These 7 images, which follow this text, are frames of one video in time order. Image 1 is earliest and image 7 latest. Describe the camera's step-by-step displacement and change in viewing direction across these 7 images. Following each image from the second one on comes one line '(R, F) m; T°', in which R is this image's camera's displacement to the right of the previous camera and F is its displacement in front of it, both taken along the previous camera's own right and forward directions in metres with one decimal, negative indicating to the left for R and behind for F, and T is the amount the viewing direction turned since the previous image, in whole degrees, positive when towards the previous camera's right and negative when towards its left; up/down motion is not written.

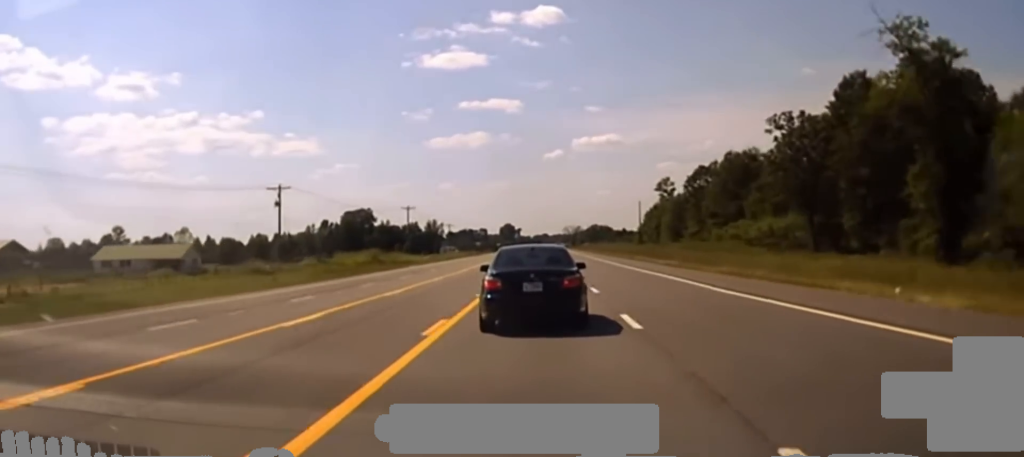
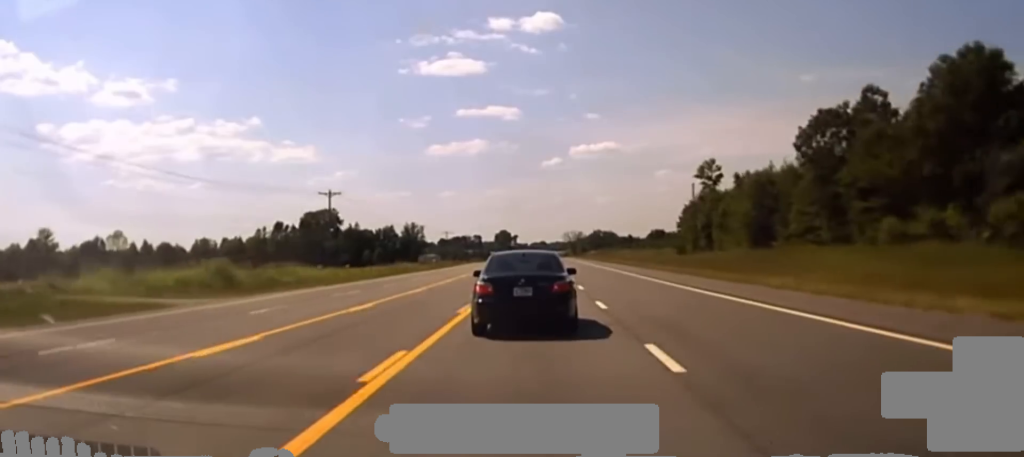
(+0.2, +58.2) m; +1°
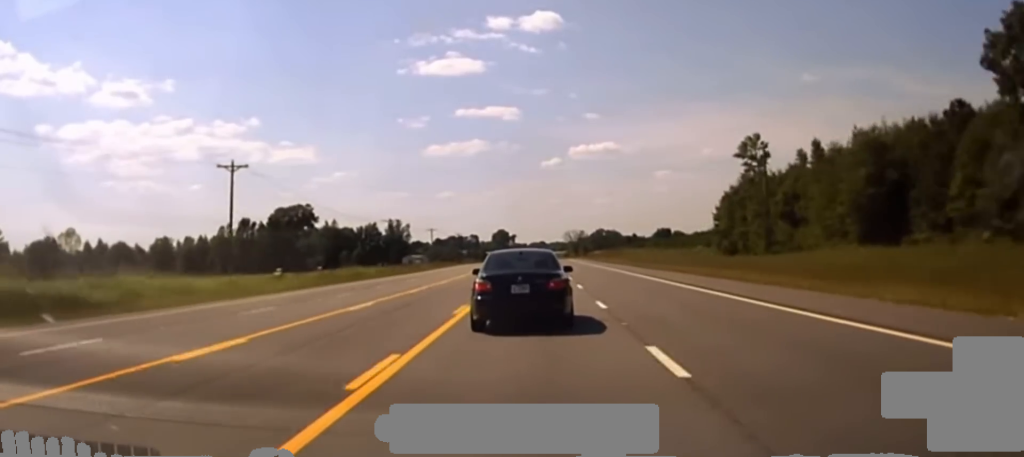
(0.0, +37.1) m; 0°
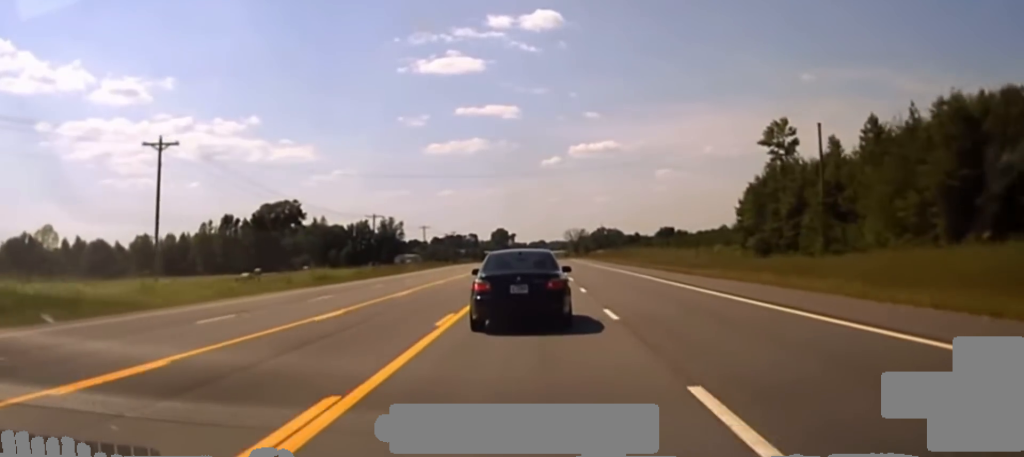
(-0.1, +16.8) m; 0°
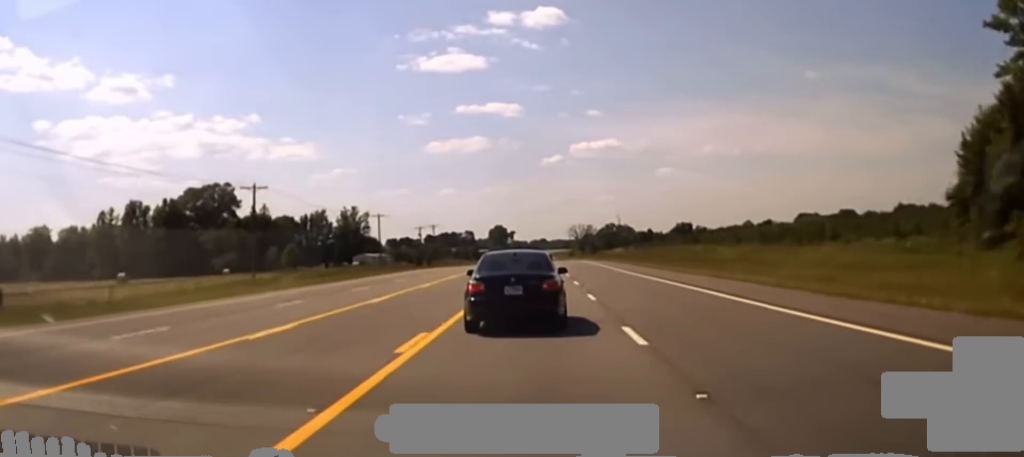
(+0.4, +73.7) m; 0°
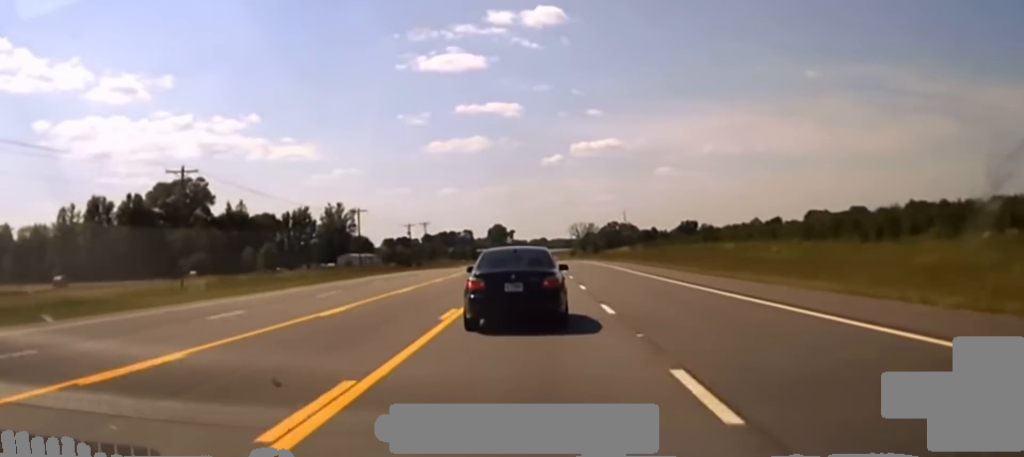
(0.0, +19.6) m; 0°
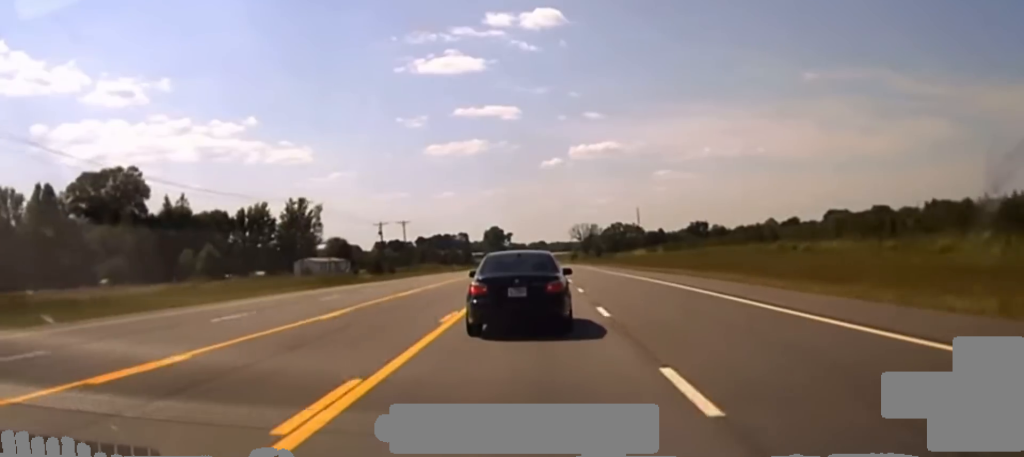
(-0.2, +34.6) m; 0°
